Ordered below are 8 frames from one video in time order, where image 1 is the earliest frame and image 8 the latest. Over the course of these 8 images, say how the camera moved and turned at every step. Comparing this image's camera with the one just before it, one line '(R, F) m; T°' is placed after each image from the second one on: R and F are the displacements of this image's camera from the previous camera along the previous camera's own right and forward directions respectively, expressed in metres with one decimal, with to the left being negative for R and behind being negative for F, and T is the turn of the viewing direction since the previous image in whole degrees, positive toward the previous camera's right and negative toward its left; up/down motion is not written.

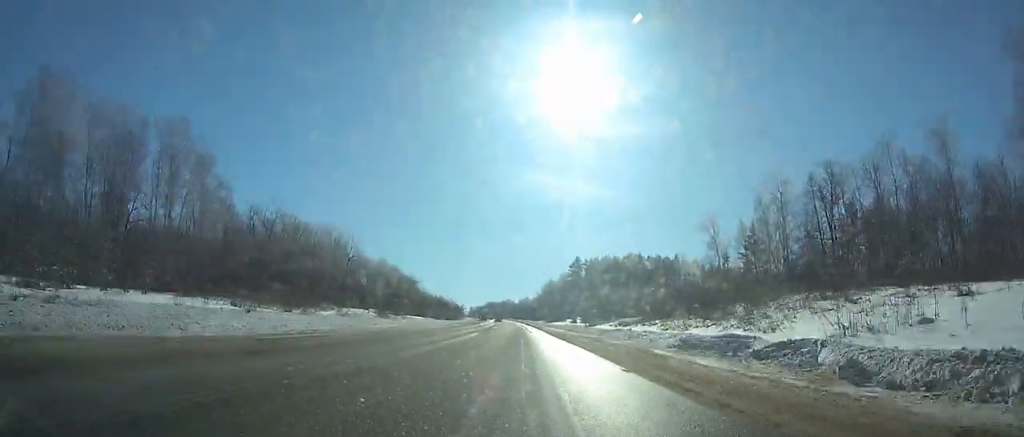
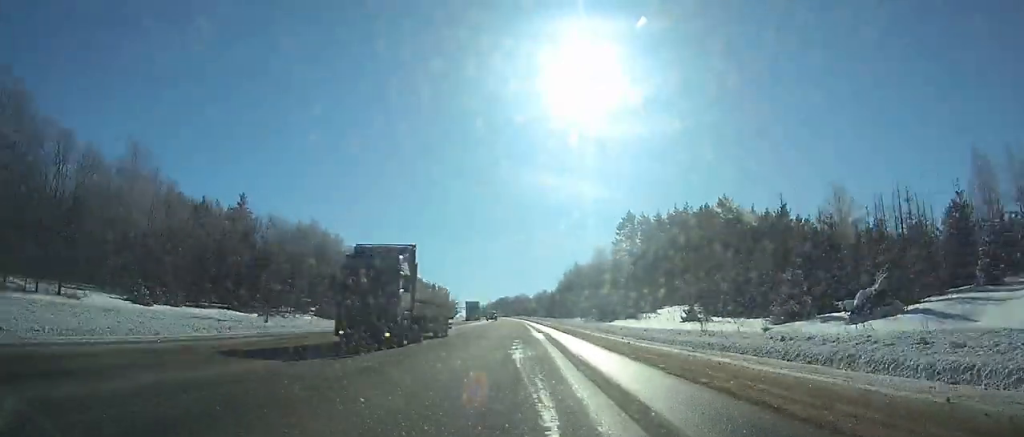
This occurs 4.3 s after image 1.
(-1.6, +94.6) m; -2°
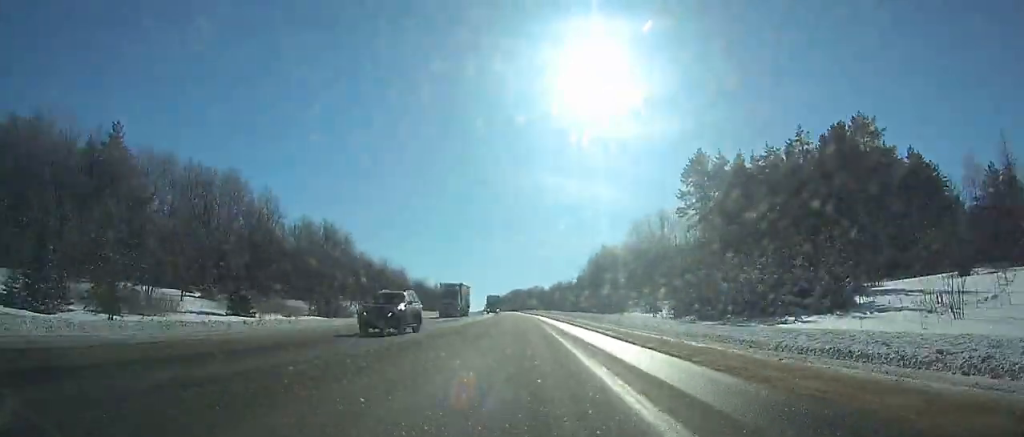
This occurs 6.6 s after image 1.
(-0.2, +49.8) m; -1°
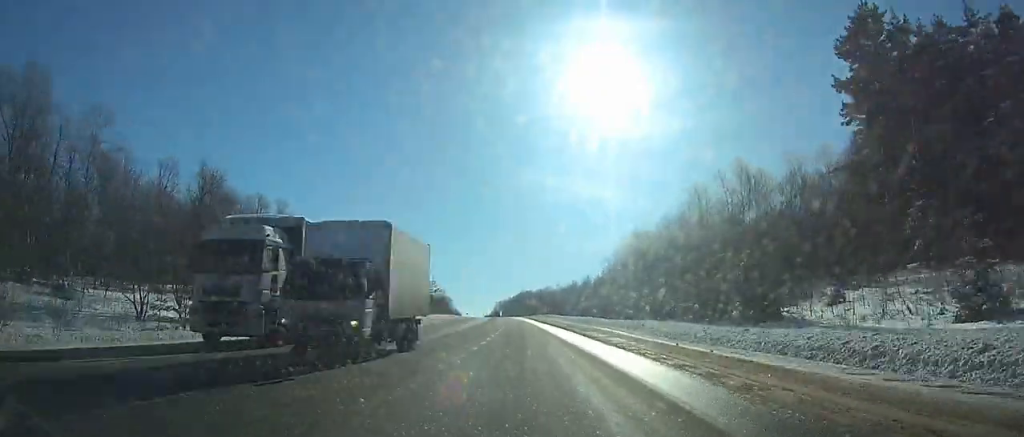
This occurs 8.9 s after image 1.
(-0.5, +47.7) m; -1°
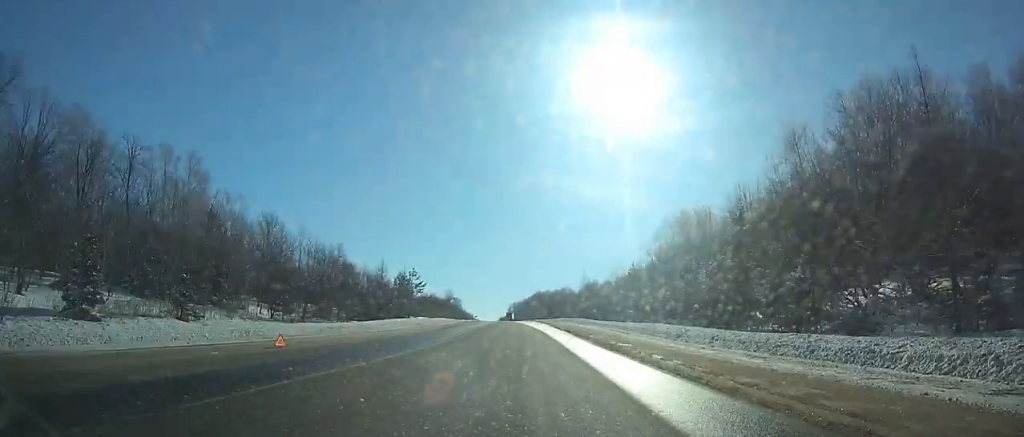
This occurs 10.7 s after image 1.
(-0.4, +35.8) m; -1°
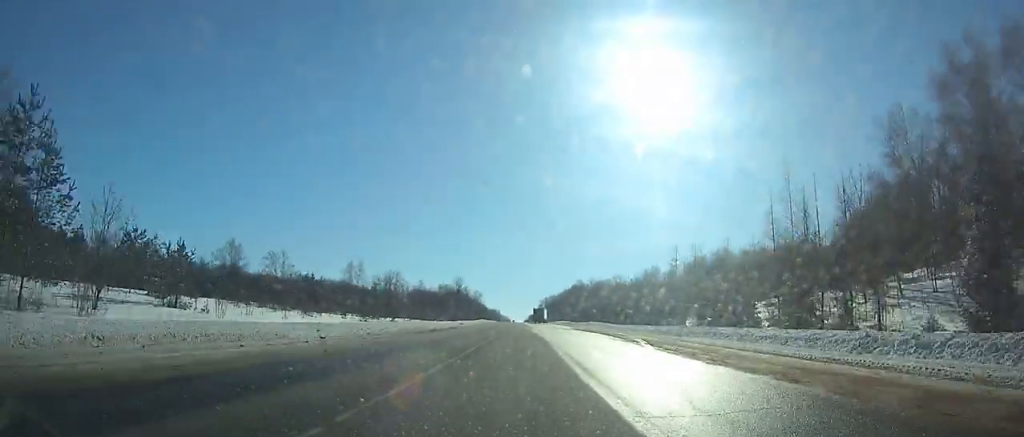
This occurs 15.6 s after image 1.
(-2.6, +90.7) m; -3°
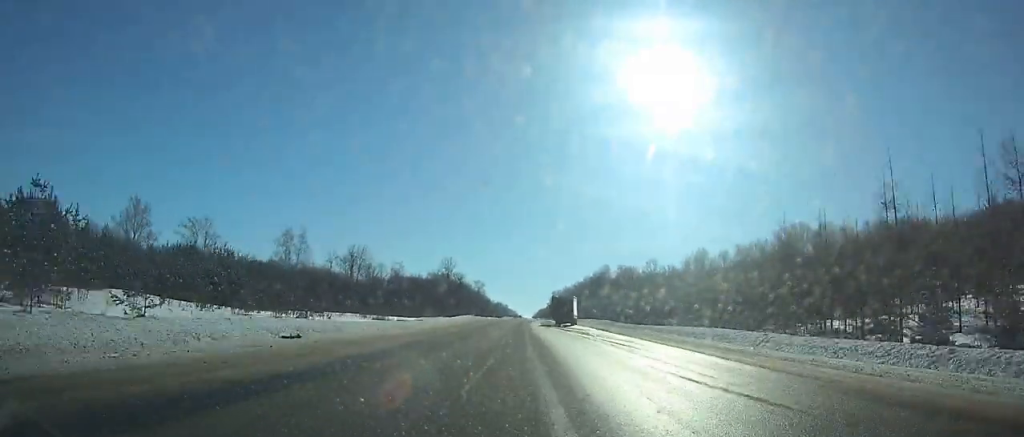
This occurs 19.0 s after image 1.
(-0.4, +57.4) m; 0°
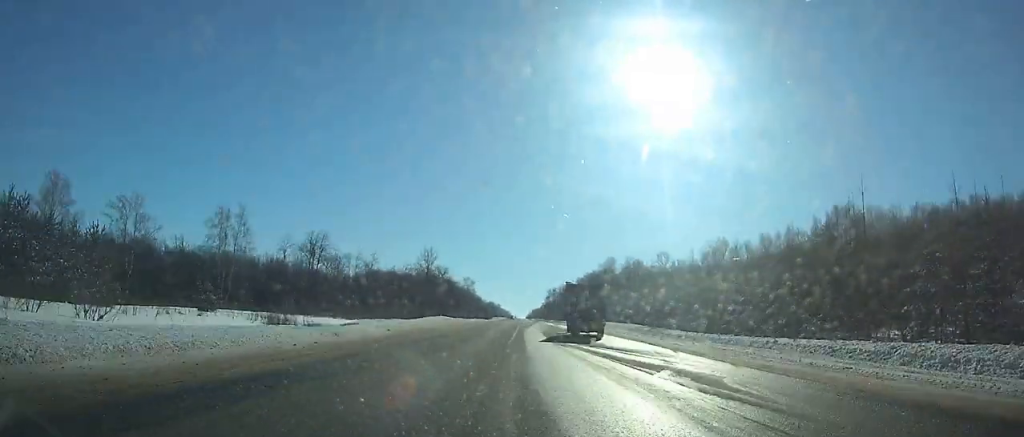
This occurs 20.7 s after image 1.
(0.0, +27.8) m; 0°
